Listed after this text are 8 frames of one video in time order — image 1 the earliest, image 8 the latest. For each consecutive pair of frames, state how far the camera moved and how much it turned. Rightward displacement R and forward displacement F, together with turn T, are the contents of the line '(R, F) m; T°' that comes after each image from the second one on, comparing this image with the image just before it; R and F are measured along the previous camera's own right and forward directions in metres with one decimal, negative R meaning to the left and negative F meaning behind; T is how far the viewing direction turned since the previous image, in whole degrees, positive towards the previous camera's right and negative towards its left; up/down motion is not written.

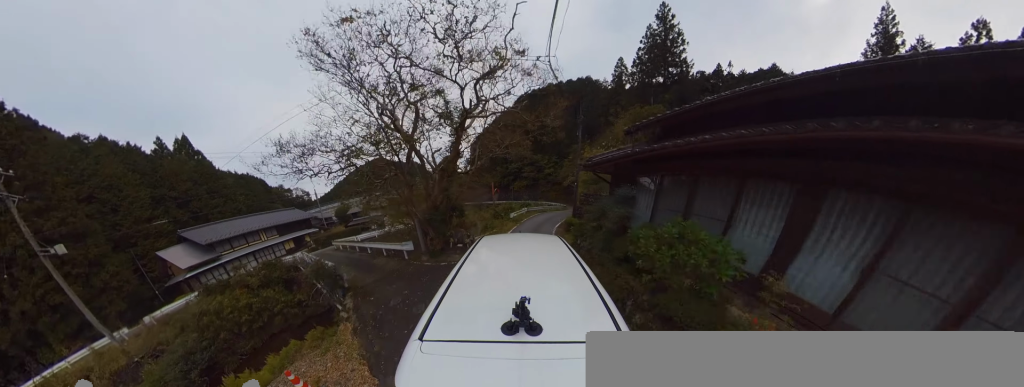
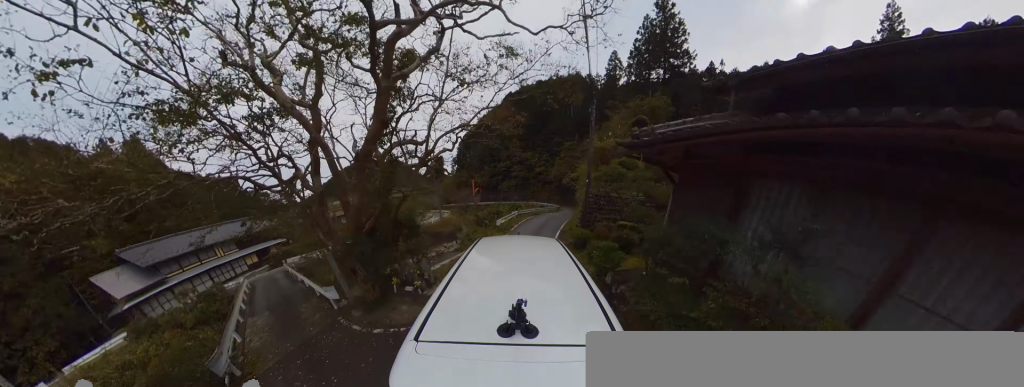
(-0.7, +3.4) m; +7°
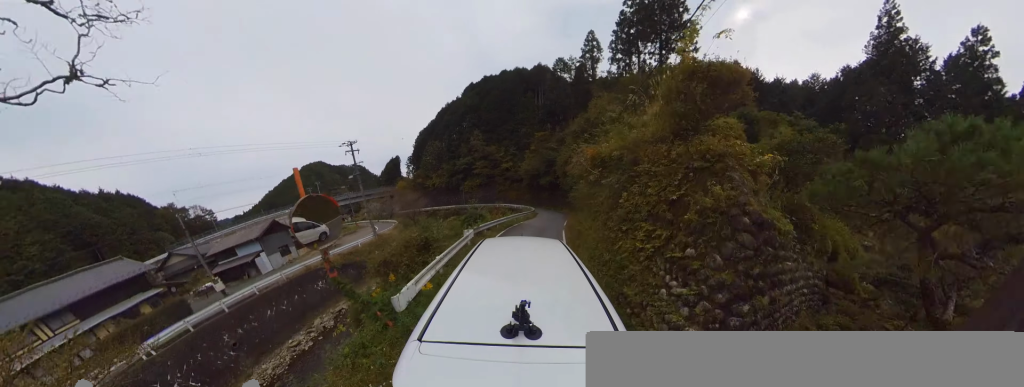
(+2.9, +7.7) m; +9°
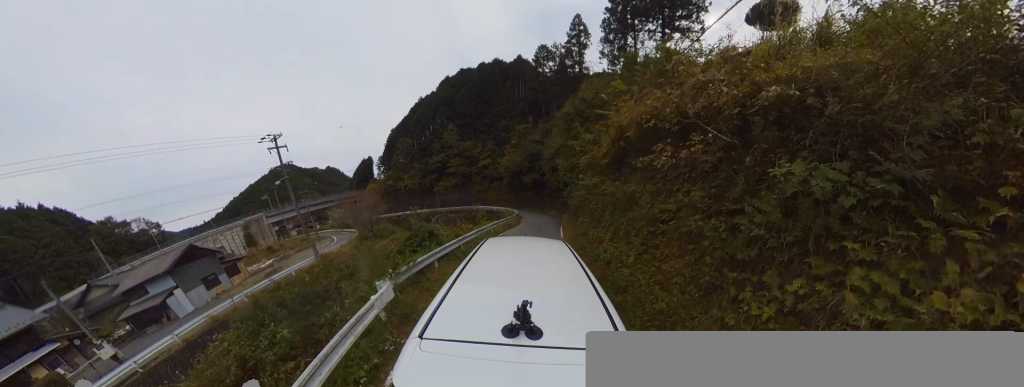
(-0.1, +4.3) m; -16°
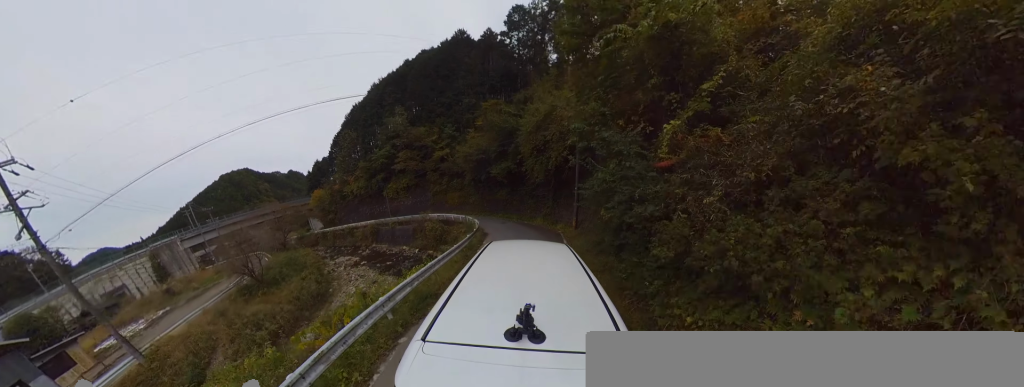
(-2.7, +8.7) m; -19°
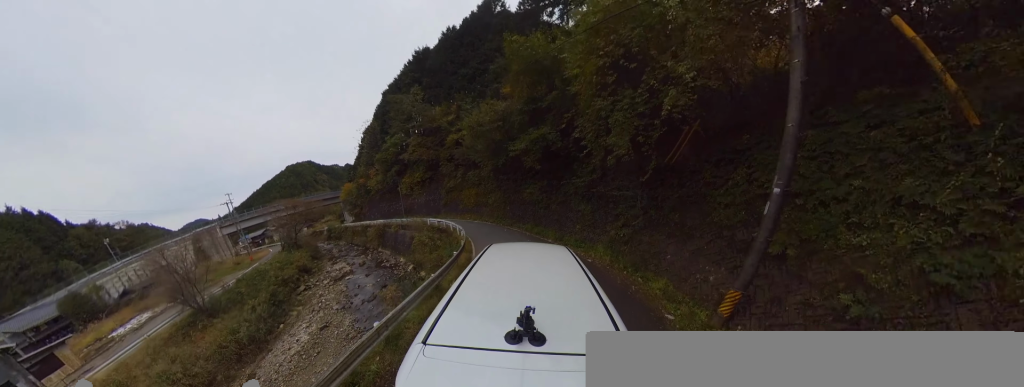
(-0.1, +9.3) m; -11°
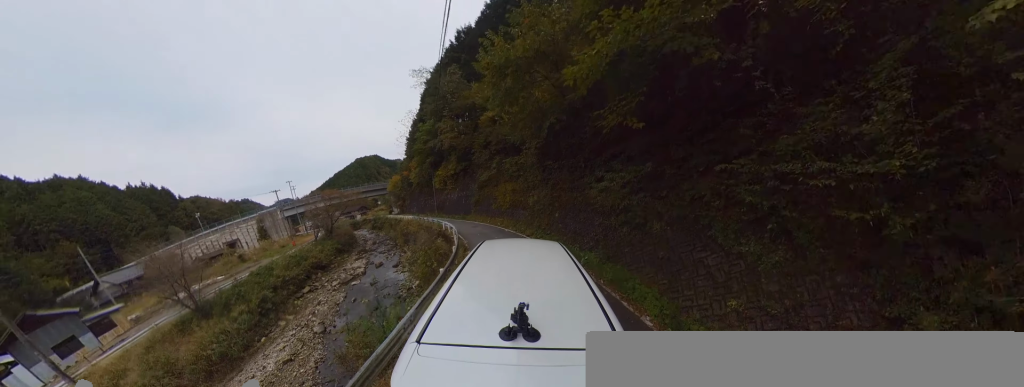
(-1.4, +6.8) m; -17°
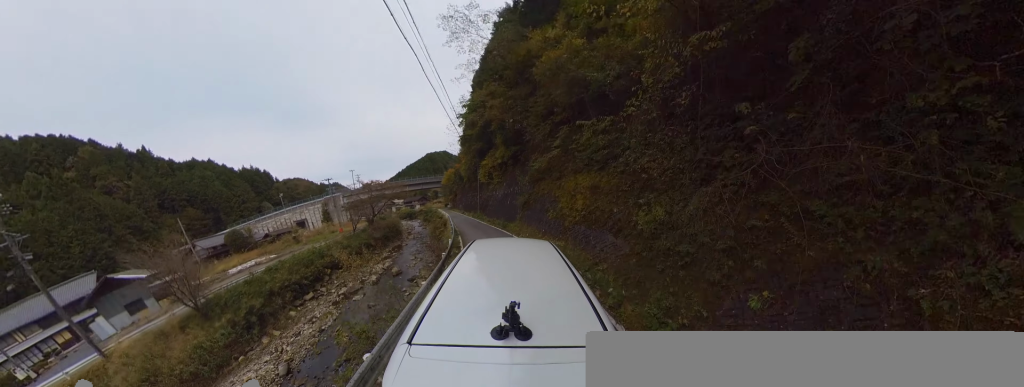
(-0.7, +8.6) m; -9°
